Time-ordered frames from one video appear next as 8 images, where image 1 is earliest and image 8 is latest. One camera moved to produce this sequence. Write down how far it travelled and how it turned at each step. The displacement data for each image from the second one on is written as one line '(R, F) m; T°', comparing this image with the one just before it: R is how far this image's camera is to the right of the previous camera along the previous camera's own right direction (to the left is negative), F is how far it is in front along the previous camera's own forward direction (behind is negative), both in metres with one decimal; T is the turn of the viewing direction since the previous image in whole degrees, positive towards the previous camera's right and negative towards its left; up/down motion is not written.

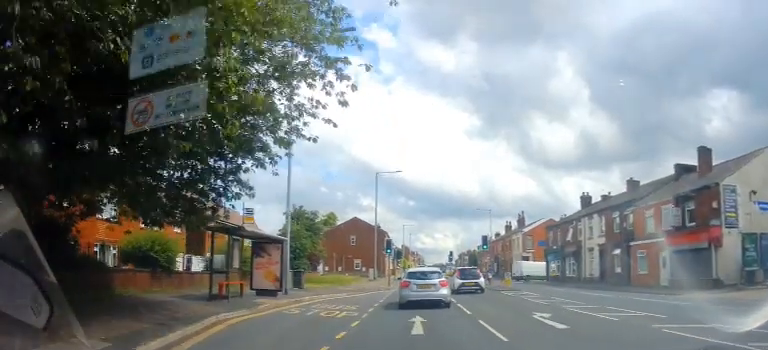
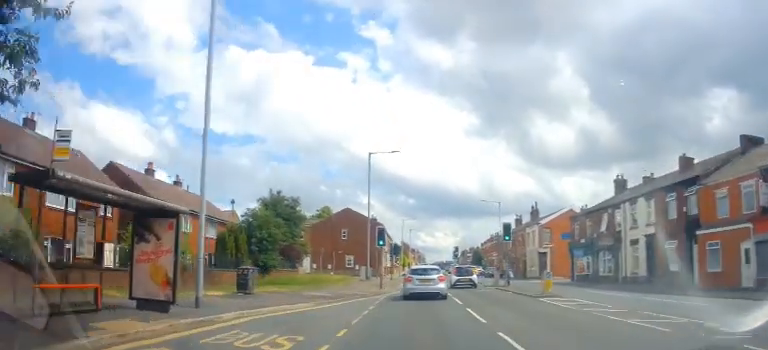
(0.0, +8.0) m; -2°
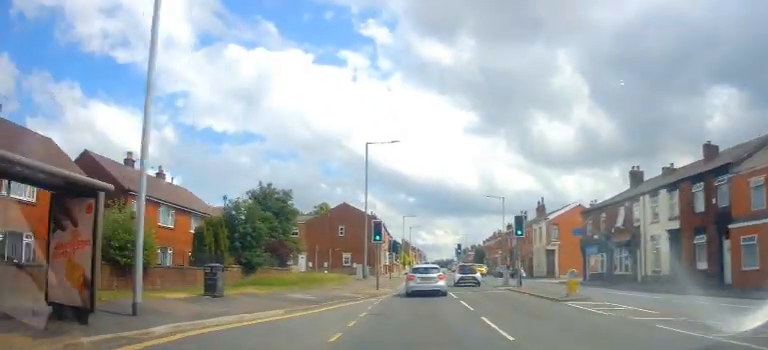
(-0.1, +3.0) m; +1°
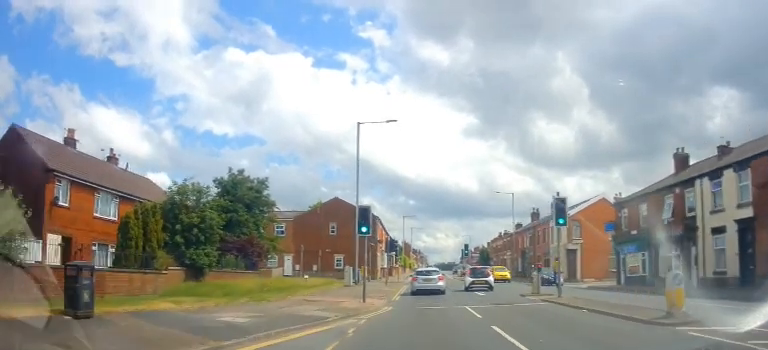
(+0.2, +7.0) m; 0°
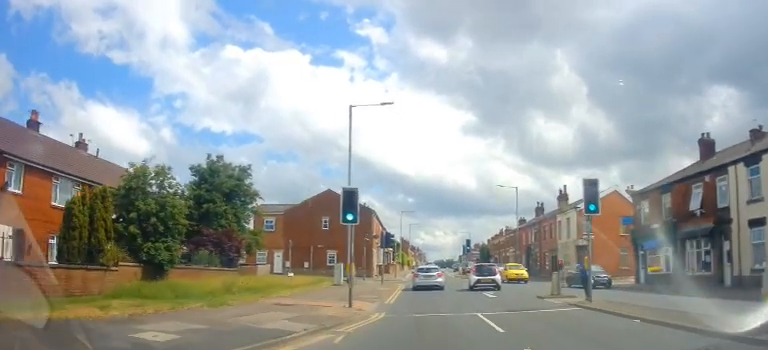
(+0.1, +3.4) m; -1°
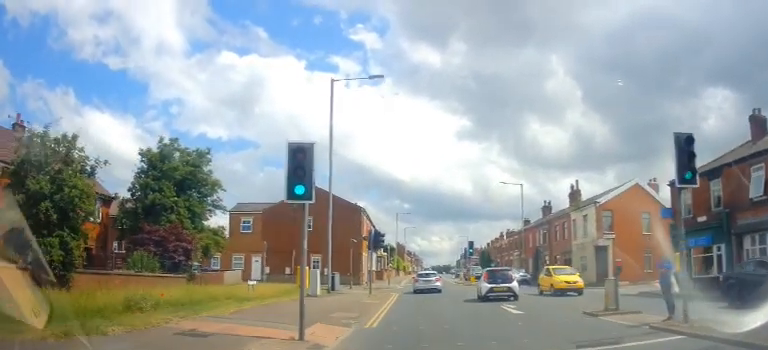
(-0.5, +5.5) m; 0°
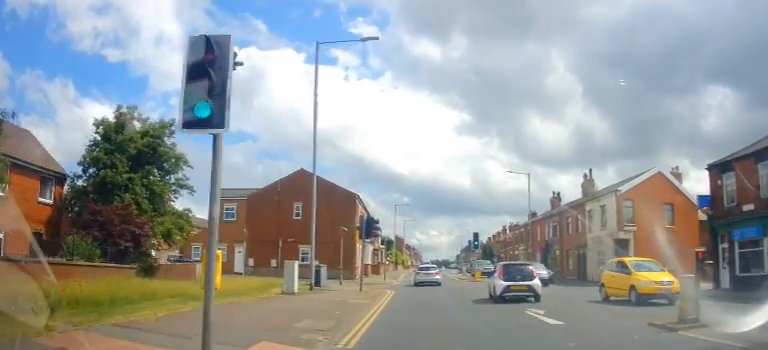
(+0.3, +4.1) m; +3°
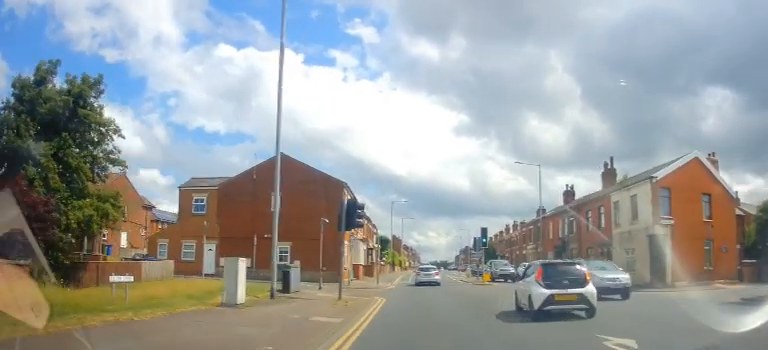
(+0.2, +5.5) m; +2°
